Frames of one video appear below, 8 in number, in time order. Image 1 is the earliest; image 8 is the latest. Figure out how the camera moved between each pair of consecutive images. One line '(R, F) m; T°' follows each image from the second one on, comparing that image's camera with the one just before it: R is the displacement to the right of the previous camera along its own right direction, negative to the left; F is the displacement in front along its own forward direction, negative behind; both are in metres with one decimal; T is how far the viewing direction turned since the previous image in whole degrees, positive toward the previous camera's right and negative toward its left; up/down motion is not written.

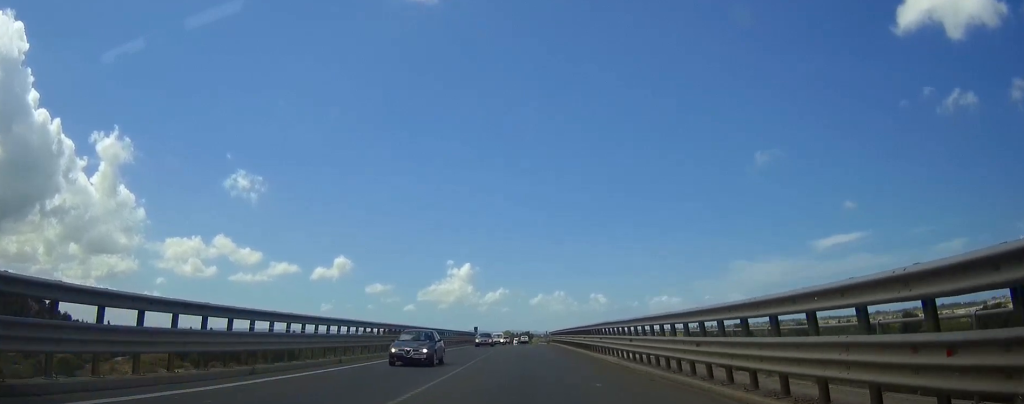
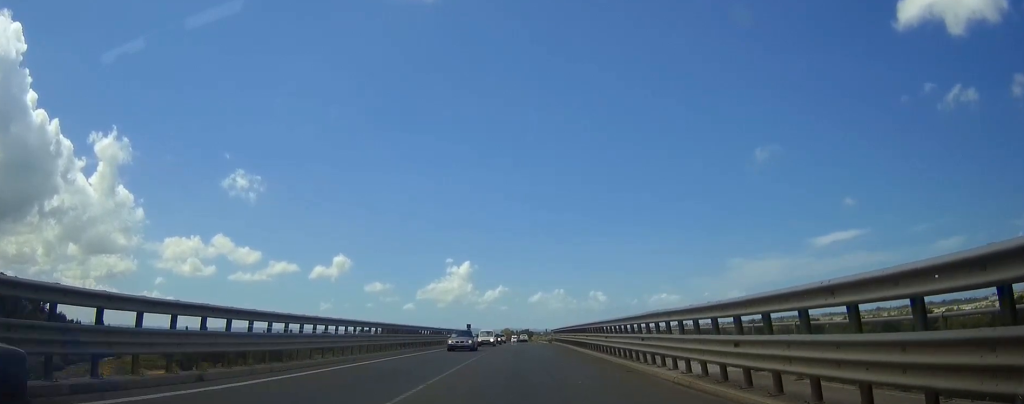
(0.0, +12.3) m; 0°
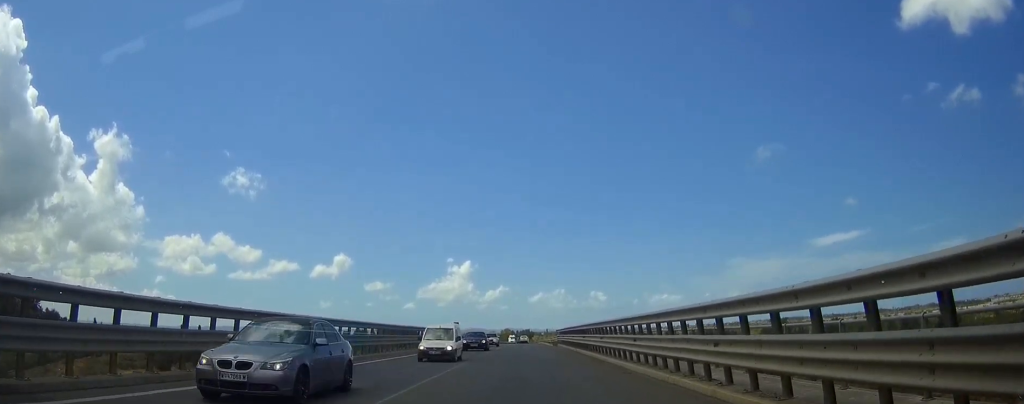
(0.0, +17.7) m; 0°
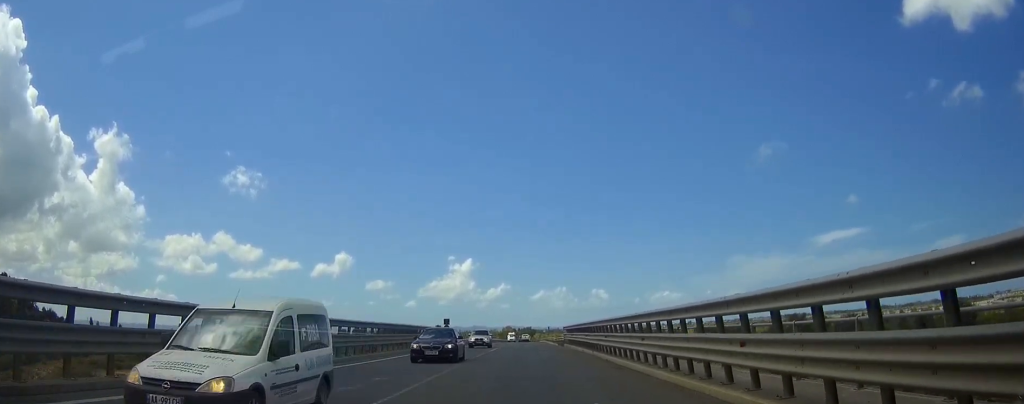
(0.0, +10.7) m; 0°
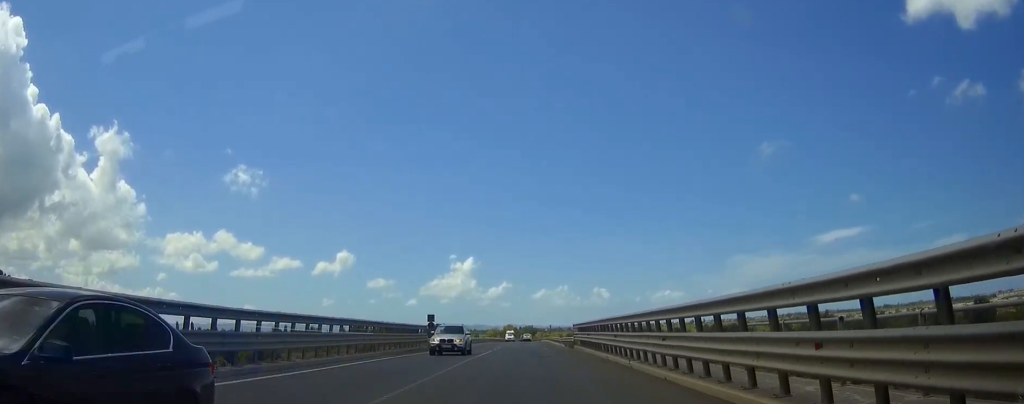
(0.0, +11.2) m; 0°
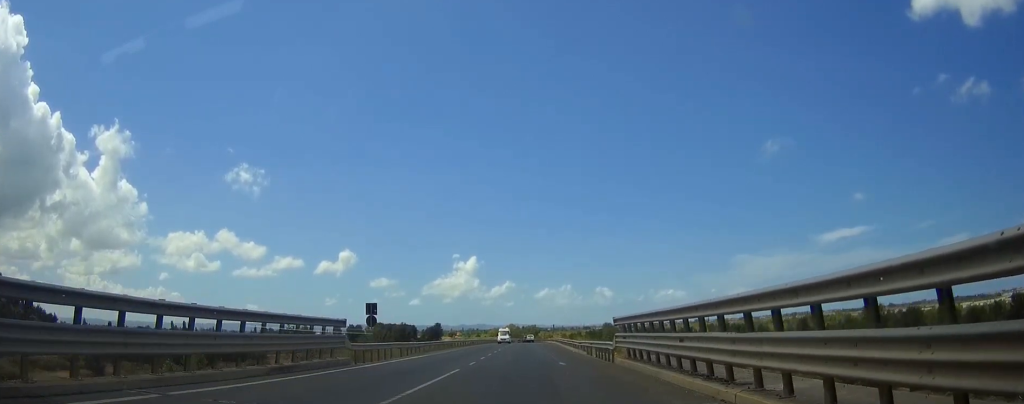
(0.0, +21.6) m; 0°
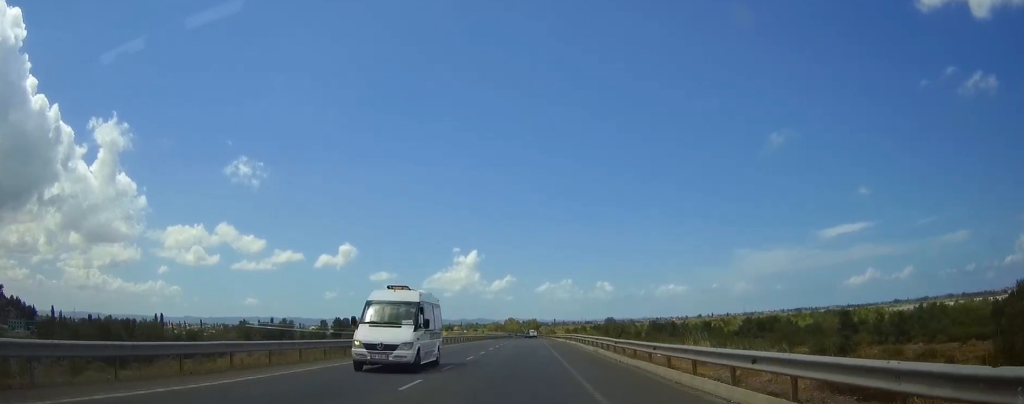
(-0.4, +43.9) m; -1°
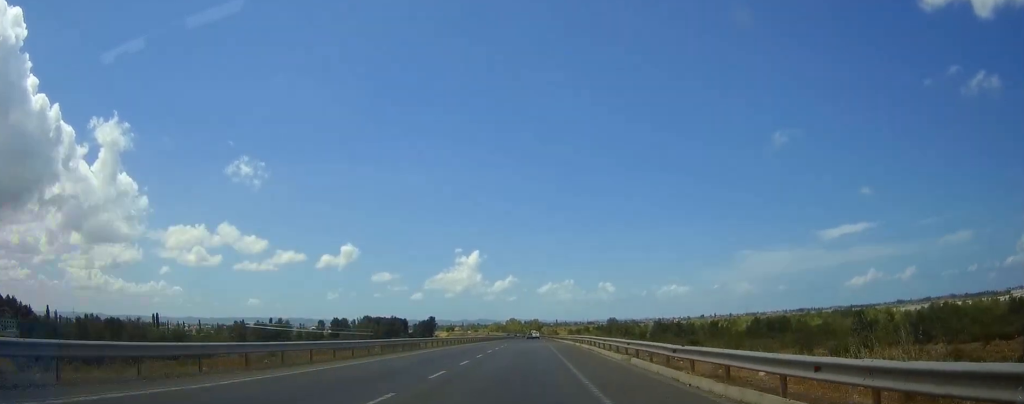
(0.0, +11.7) m; 0°
